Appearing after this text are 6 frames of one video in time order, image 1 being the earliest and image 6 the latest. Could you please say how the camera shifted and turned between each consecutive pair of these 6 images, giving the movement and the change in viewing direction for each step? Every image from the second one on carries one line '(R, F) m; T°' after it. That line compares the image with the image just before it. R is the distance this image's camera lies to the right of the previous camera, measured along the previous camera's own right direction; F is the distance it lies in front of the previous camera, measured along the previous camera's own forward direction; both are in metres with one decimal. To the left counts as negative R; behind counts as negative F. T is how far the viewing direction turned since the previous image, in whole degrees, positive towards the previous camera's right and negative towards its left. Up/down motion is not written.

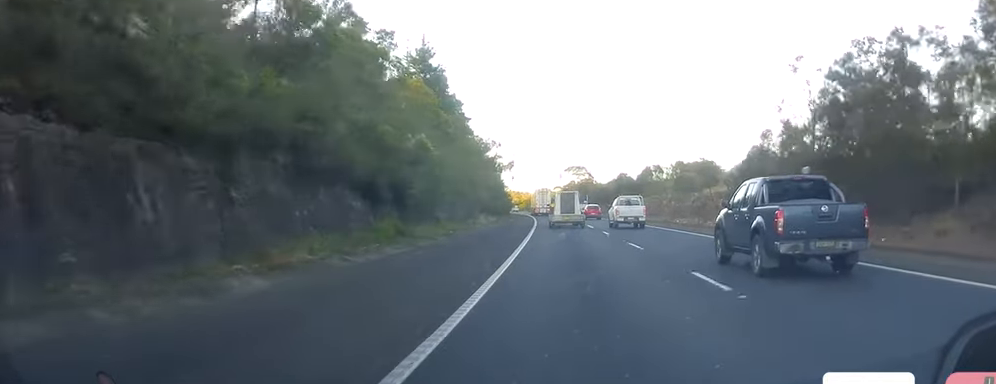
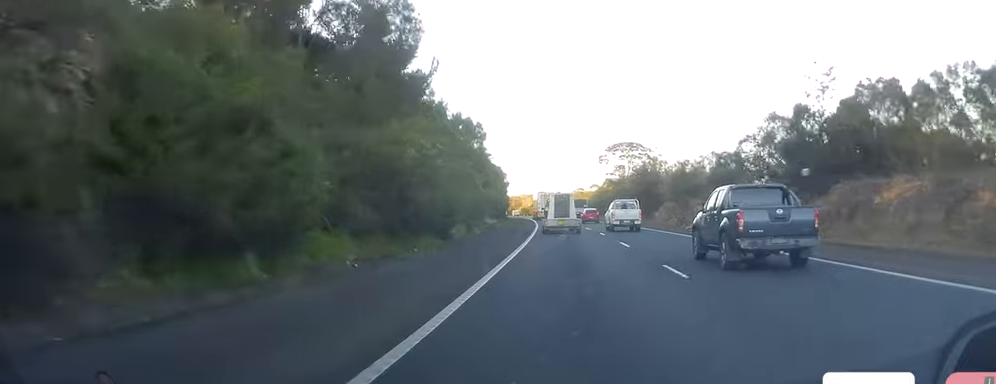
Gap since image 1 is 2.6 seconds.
(-1.0, +69.2) m; -3°
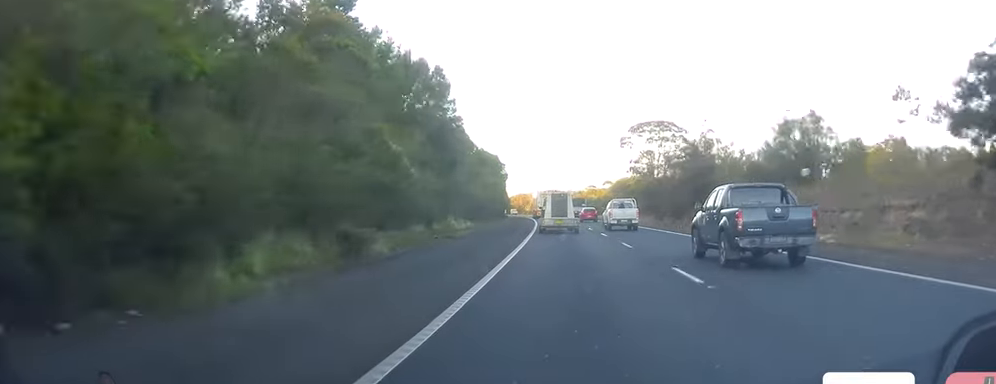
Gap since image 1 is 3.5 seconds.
(-0.8, +25.2) m; -1°
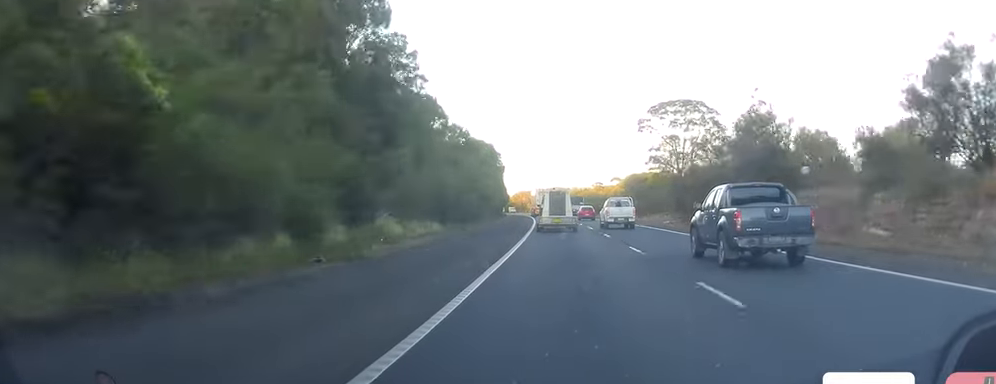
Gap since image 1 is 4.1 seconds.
(+0.2, +15.3) m; 0°
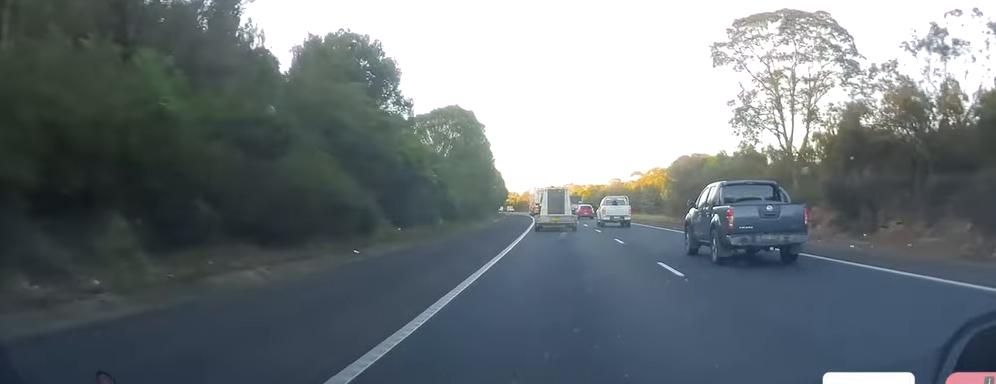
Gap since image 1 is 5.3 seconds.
(-0.2, +32.2) m; -1°
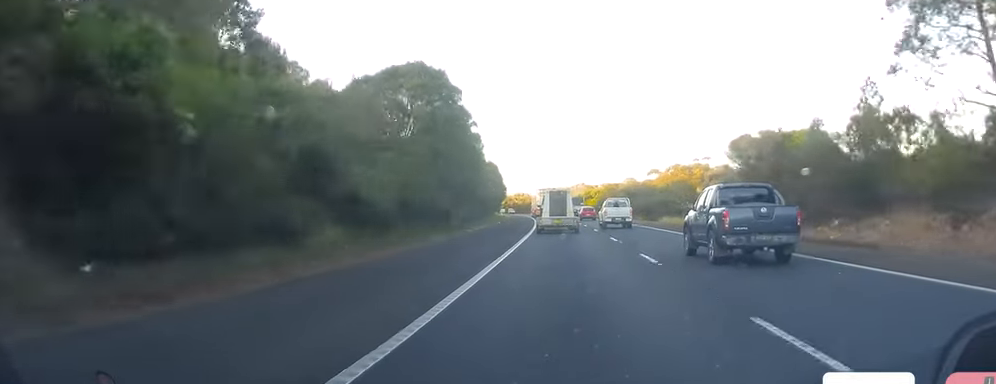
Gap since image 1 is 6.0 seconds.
(0.0, +20.3) m; -1°
